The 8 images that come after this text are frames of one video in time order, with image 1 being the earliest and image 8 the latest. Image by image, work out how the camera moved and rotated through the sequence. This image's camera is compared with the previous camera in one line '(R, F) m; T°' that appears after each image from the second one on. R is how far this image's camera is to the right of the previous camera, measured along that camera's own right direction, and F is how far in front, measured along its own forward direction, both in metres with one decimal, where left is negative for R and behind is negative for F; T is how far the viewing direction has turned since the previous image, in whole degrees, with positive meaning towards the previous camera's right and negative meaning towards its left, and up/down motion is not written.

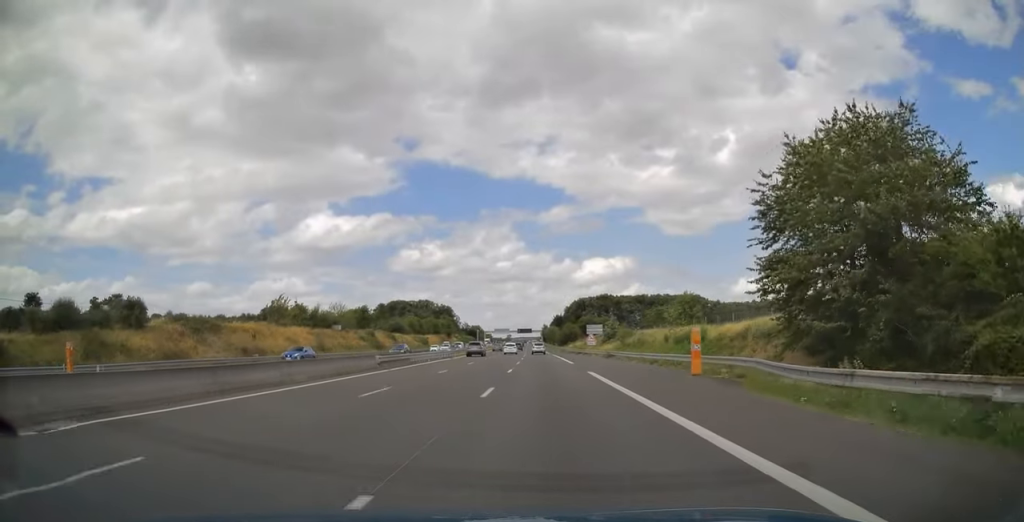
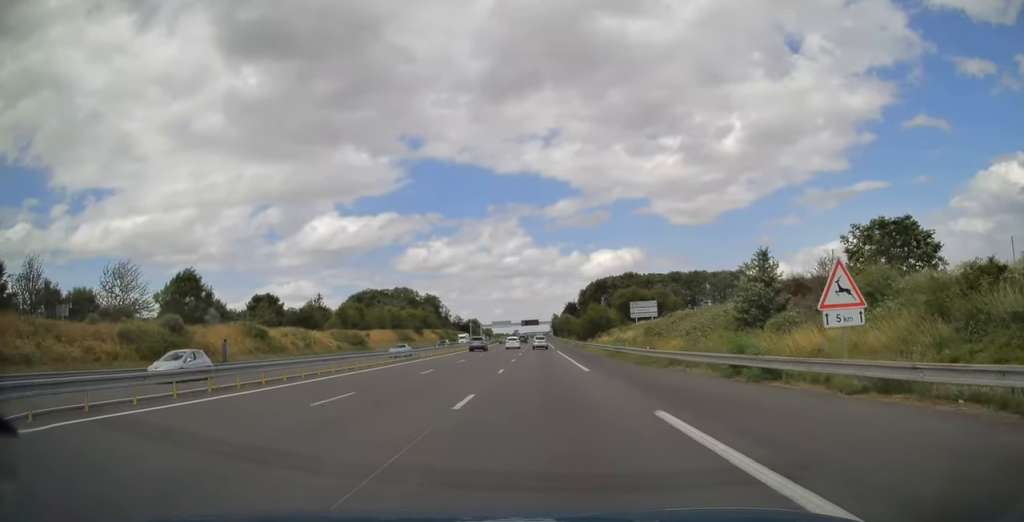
(-0.6, +69.5) m; -1°
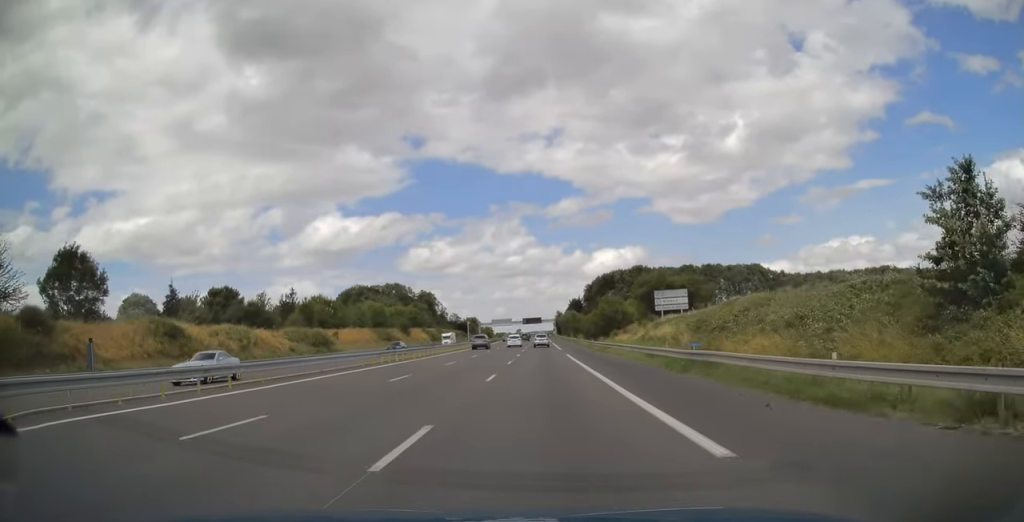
(-0.1, +18.7) m; 0°
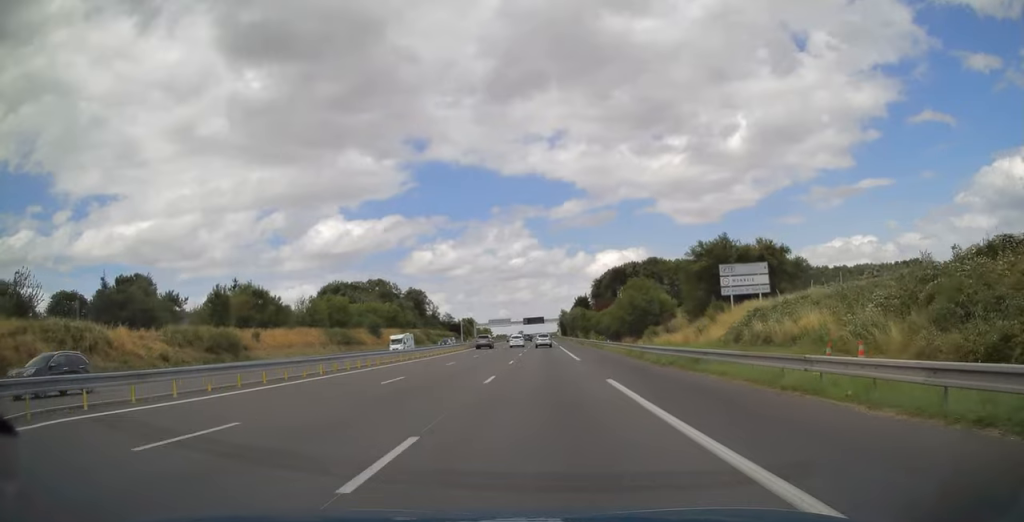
(-0.1, +27.5) m; 0°
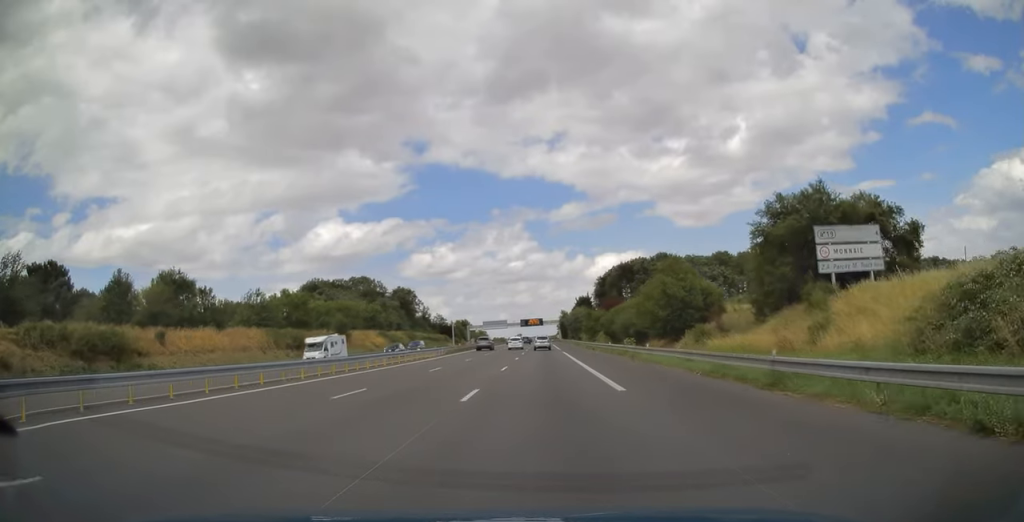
(0.0, +18.1) m; 0°
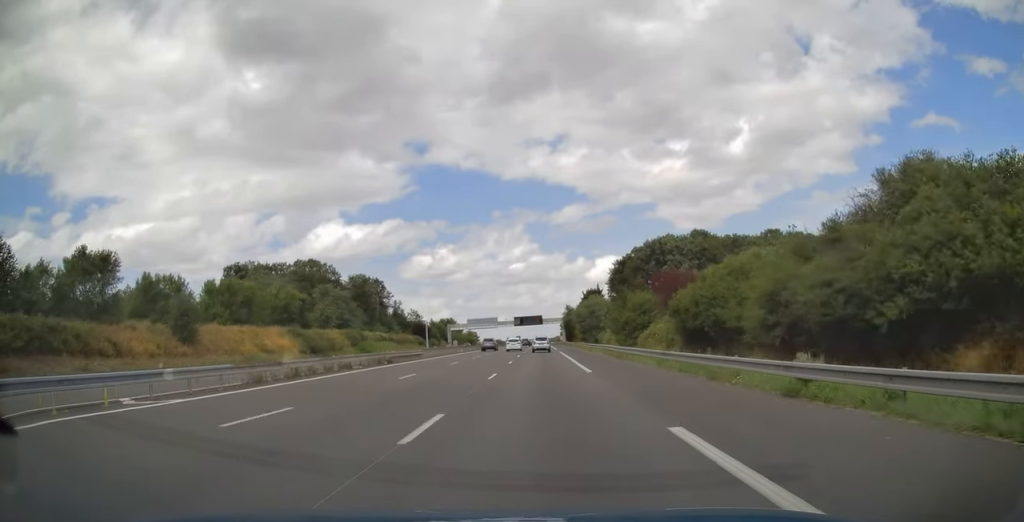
(+0.1, +45.0) m; 0°
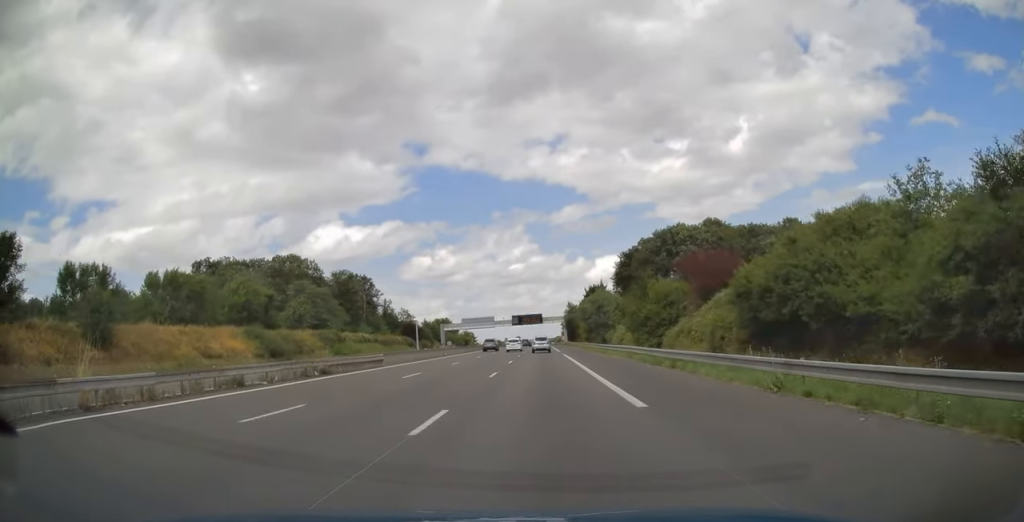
(0.0, +12.4) m; 0°
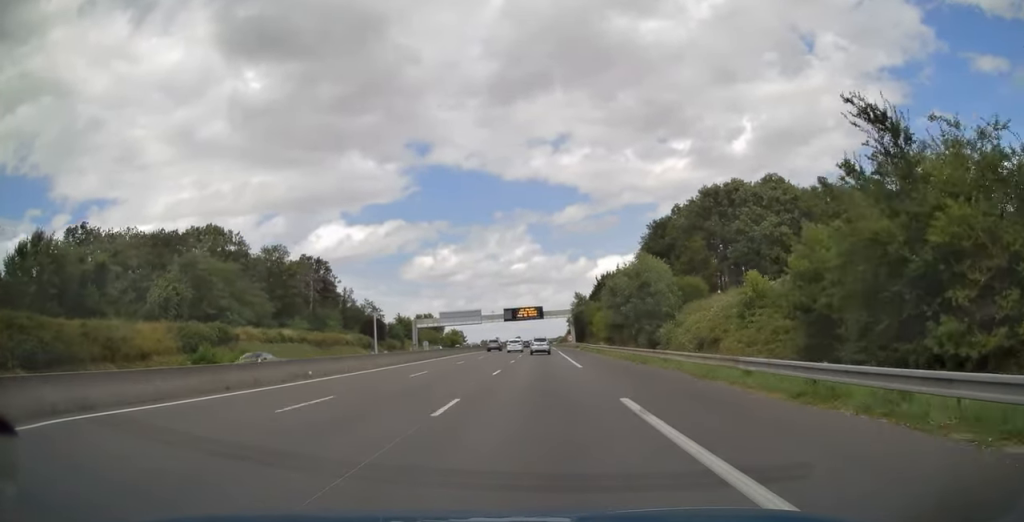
(0.0, +37.2) m; 0°
